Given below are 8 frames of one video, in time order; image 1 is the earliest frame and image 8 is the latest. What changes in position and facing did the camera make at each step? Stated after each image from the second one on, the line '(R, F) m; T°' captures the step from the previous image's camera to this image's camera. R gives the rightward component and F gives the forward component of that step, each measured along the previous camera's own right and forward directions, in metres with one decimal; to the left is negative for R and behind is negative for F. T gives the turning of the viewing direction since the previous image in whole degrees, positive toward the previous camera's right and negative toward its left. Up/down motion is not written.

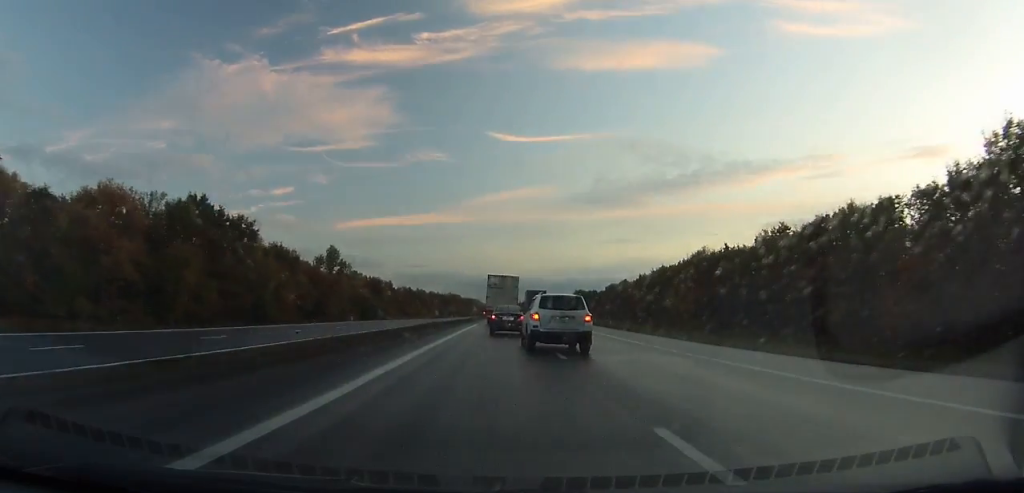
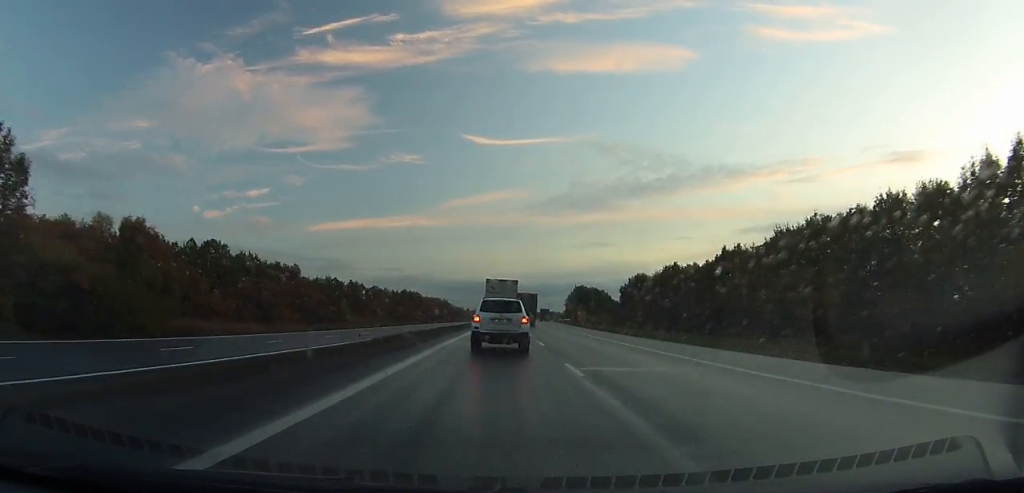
(+2.4, +90.3) m; +3°
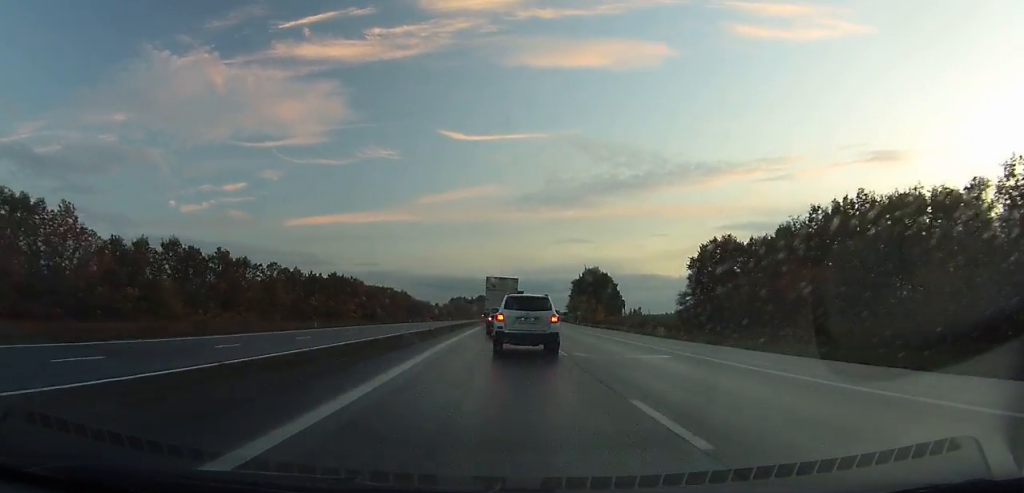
(+1.4, +79.4) m; +2°
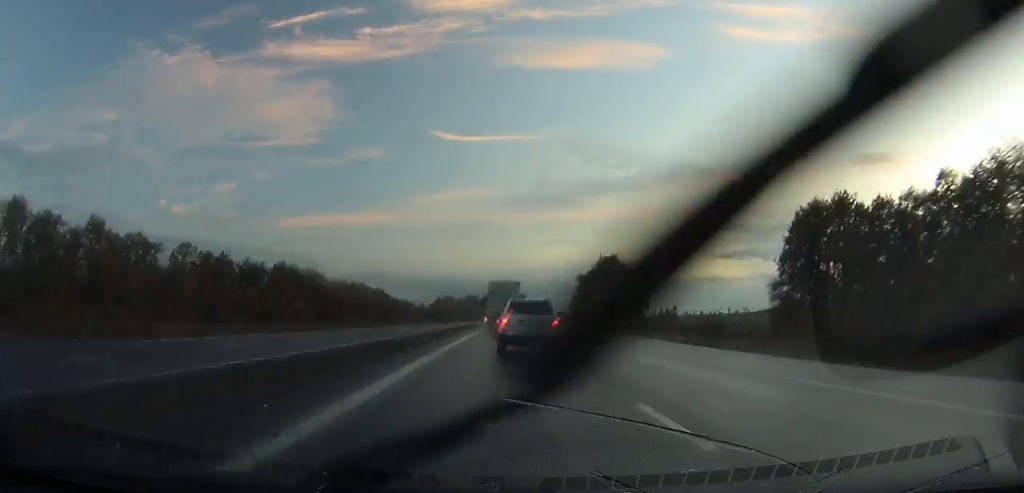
(+0.5, +37.8) m; +1°
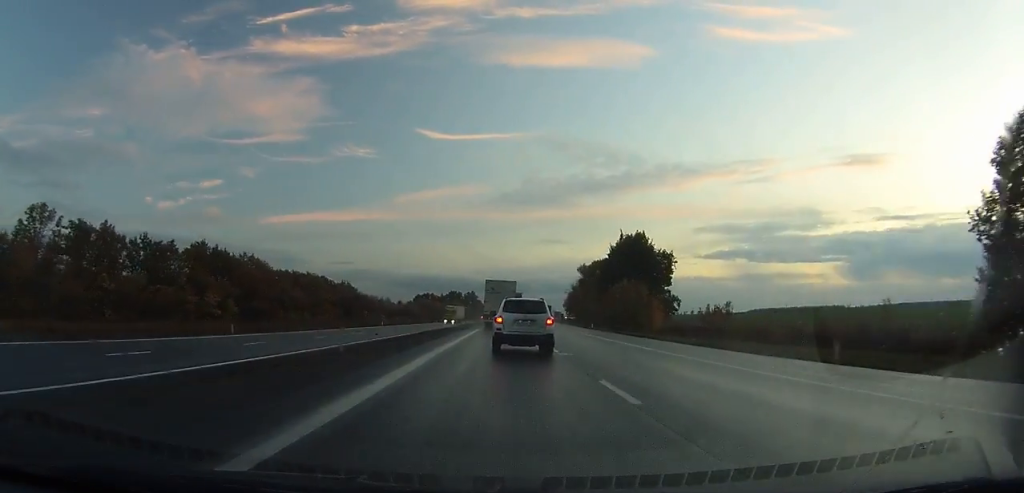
(+0.3, +35.3) m; +1°
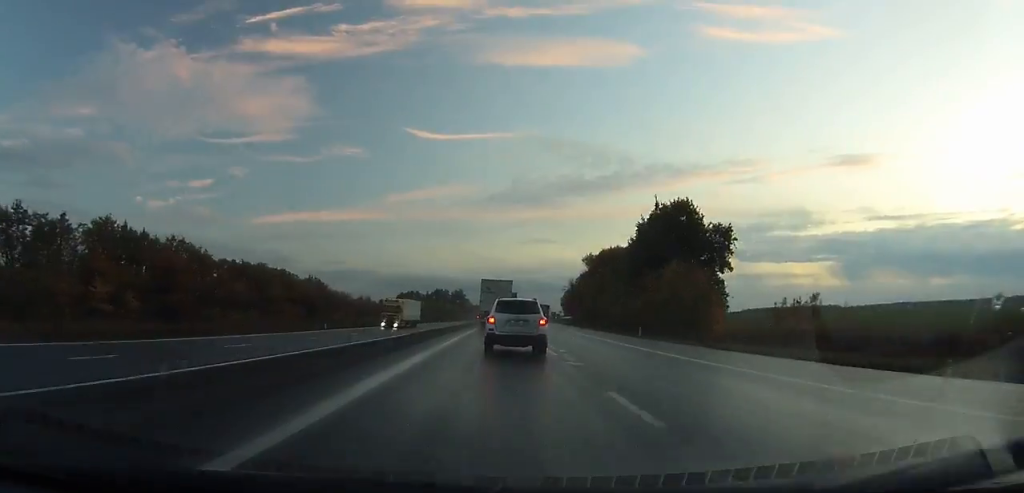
(+0.1, +27.0) m; +1°
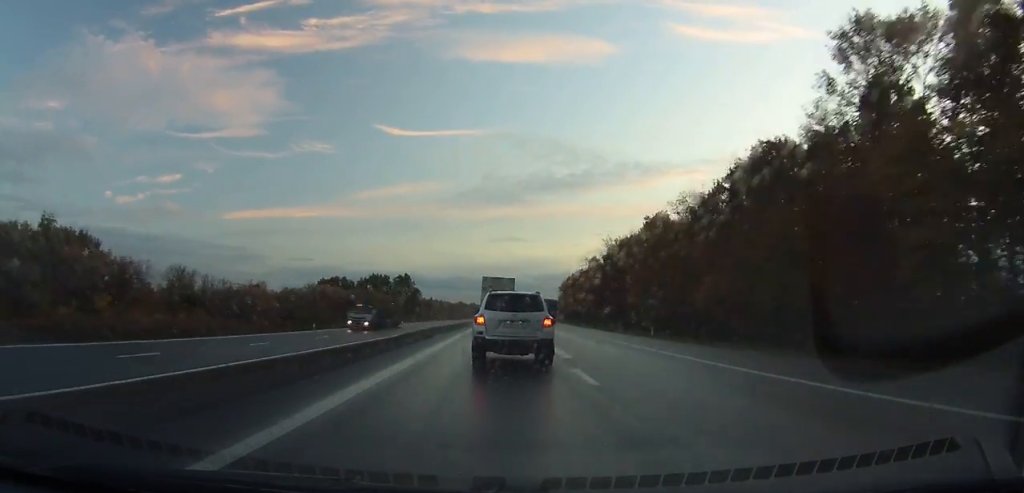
(+3.6, +107.0) m; +4°
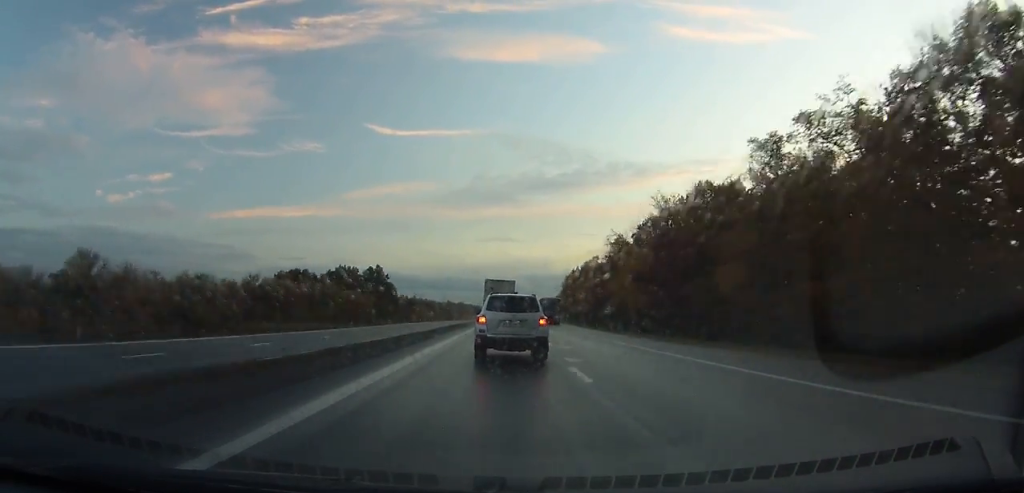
(+0.4, +39.2) m; +1°
